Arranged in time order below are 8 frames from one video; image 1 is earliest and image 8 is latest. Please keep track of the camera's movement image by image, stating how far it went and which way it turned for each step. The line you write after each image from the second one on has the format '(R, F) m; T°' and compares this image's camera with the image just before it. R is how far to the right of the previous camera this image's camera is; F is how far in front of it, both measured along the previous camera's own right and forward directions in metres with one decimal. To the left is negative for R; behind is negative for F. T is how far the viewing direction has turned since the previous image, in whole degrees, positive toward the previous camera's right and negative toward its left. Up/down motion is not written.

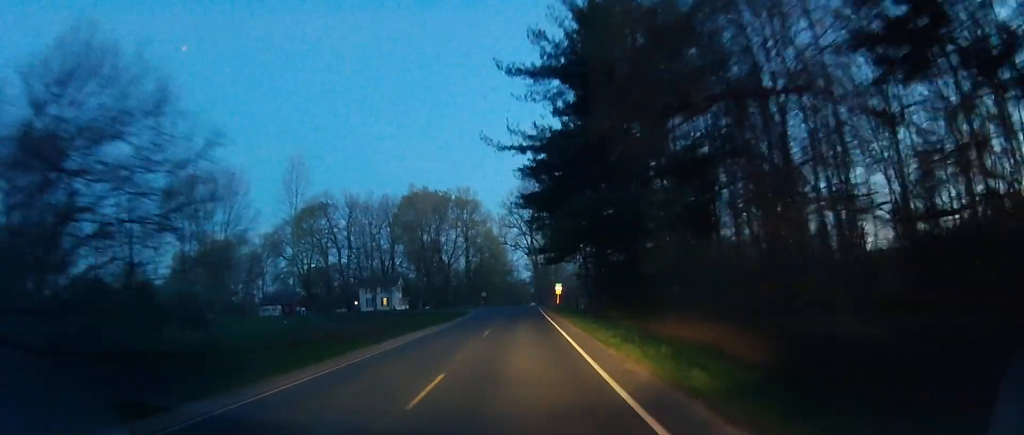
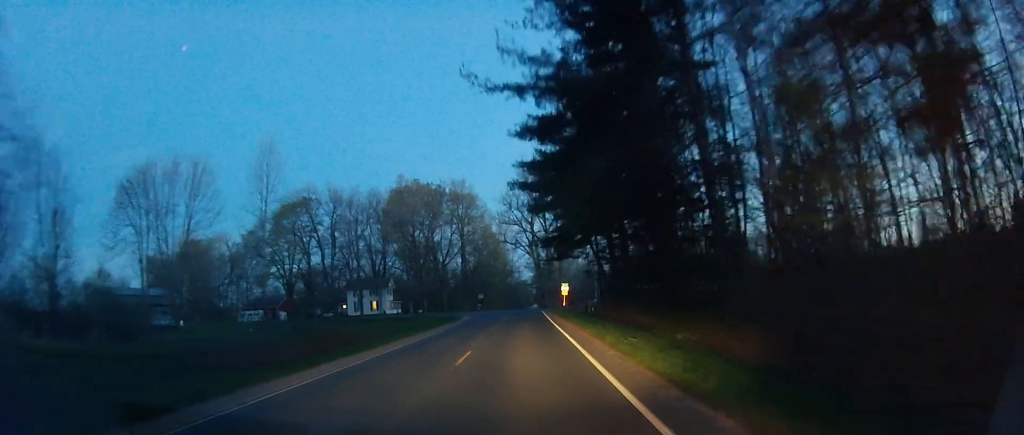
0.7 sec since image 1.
(0.0, +10.8) m; 0°
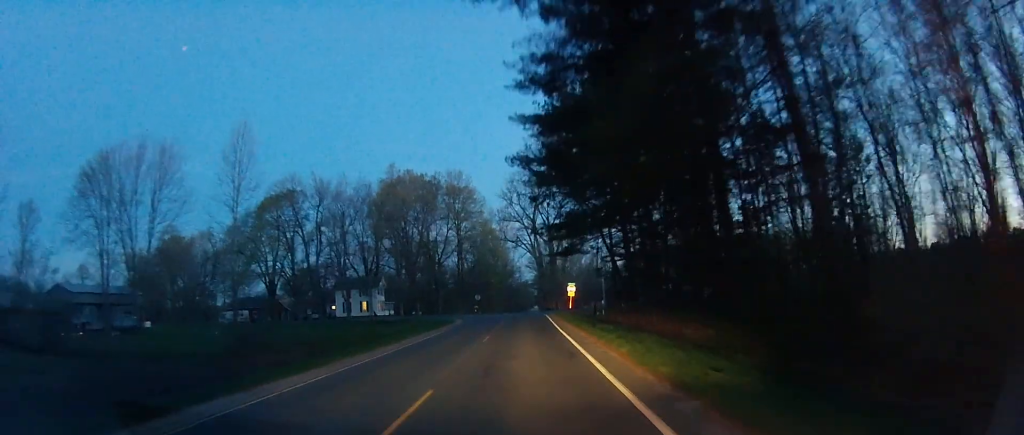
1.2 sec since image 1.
(+0.1, +8.8) m; +1°
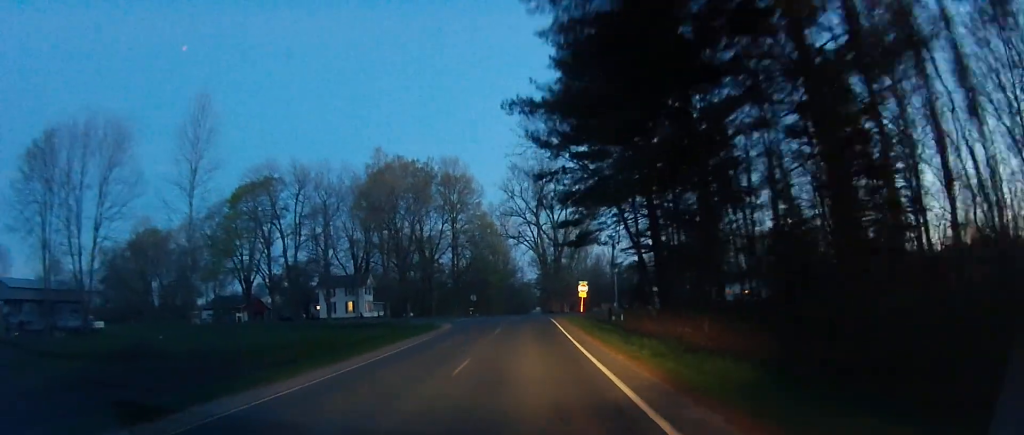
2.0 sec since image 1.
(0.0, +10.8) m; 0°
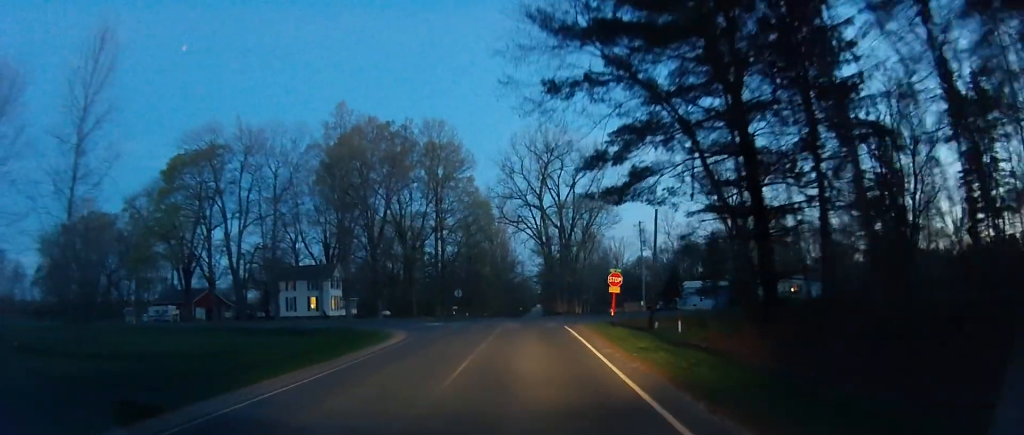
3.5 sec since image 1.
(0.0, +19.0) m; 0°
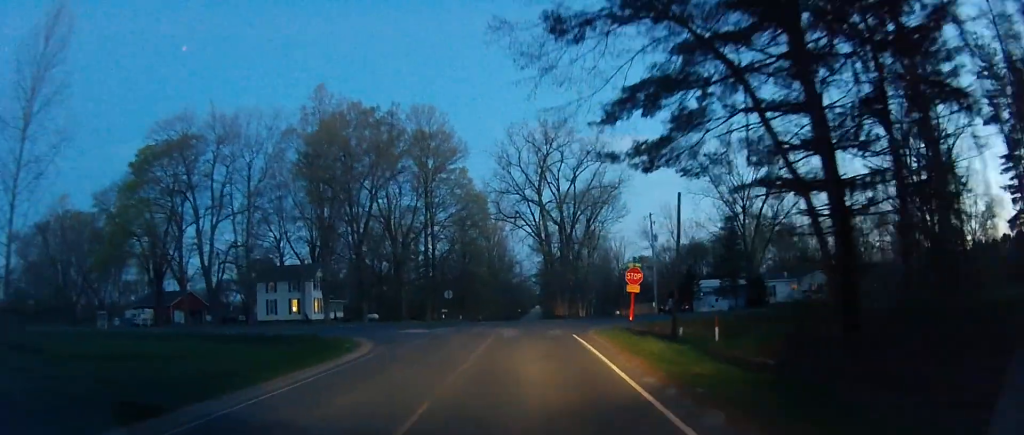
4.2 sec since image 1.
(0.0, +6.8) m; 0°
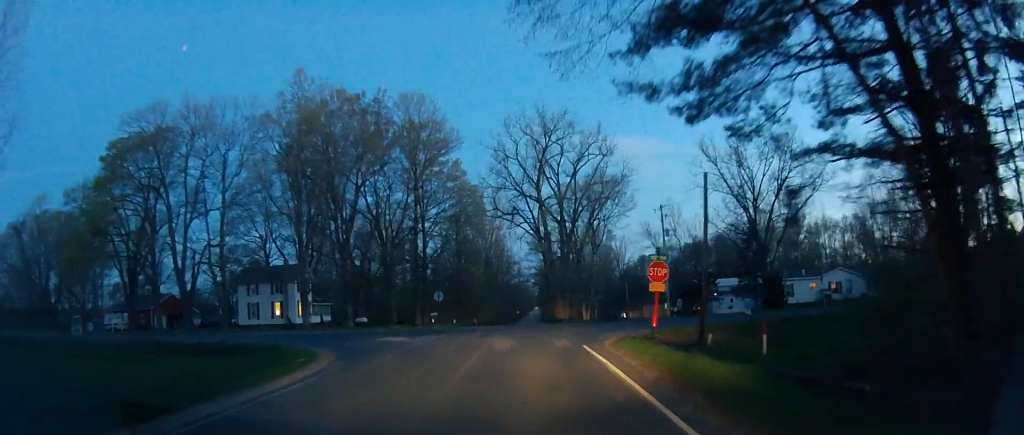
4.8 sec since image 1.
(0.0, +5.6) m; 0°
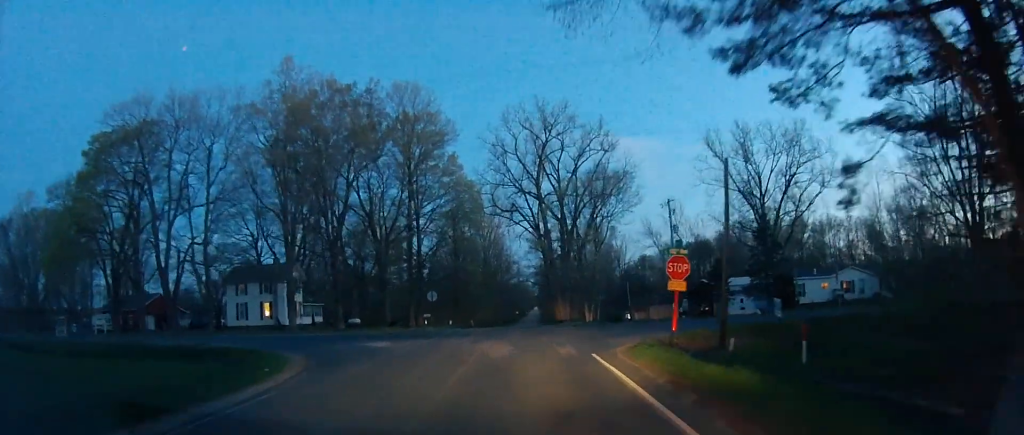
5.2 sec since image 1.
(0.0, +3.6) m; 0°
